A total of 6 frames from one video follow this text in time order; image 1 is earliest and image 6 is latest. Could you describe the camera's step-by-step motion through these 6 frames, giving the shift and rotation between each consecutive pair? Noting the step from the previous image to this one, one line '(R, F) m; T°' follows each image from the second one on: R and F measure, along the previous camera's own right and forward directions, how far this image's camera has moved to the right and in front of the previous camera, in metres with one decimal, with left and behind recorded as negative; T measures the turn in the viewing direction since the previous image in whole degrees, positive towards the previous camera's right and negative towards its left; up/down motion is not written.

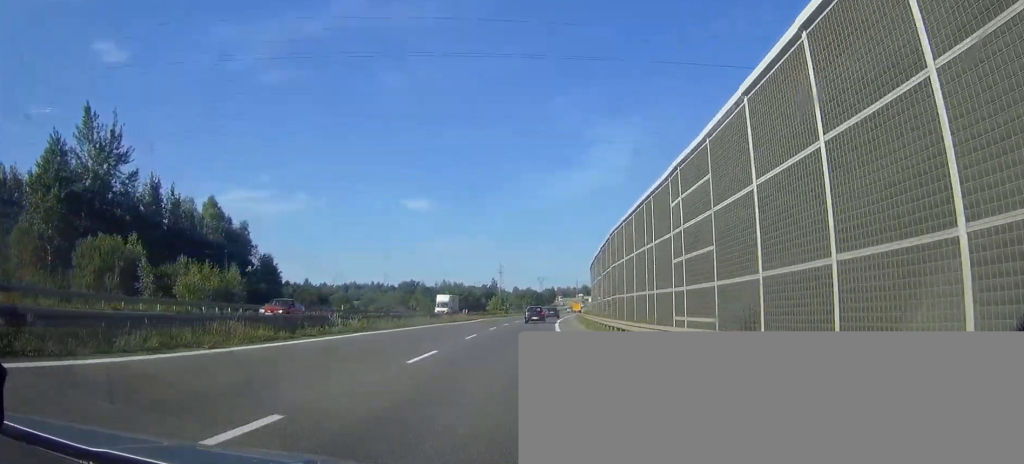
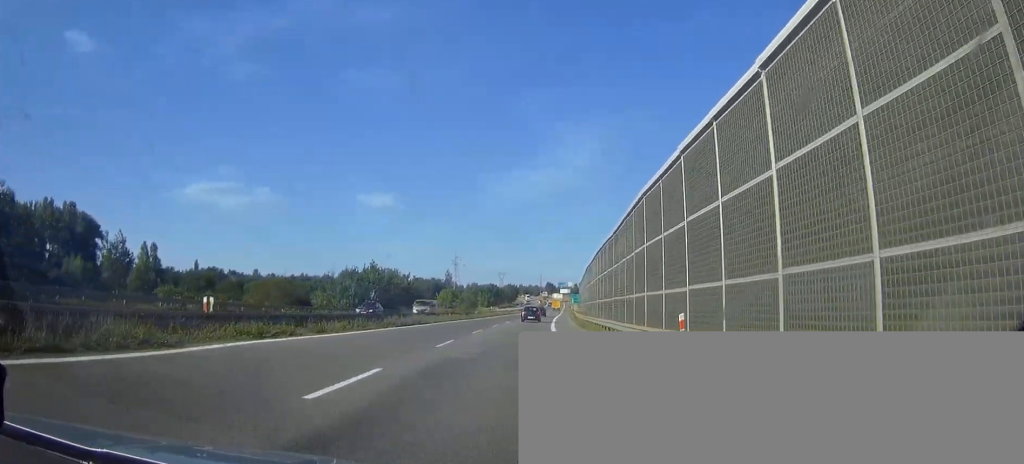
(+1.6, +54.2) m; +3°
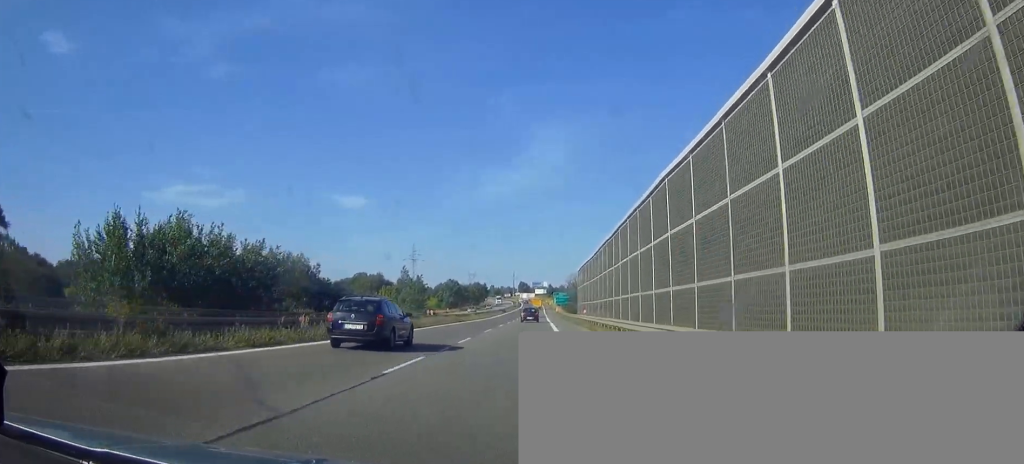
(+1.4, +55.9) m; +3°
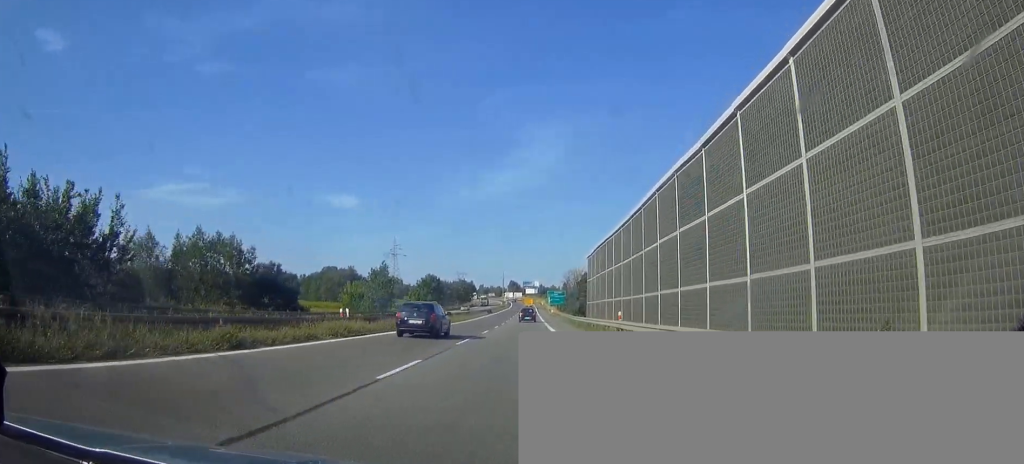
(+0.2, +25.2) m; +1°
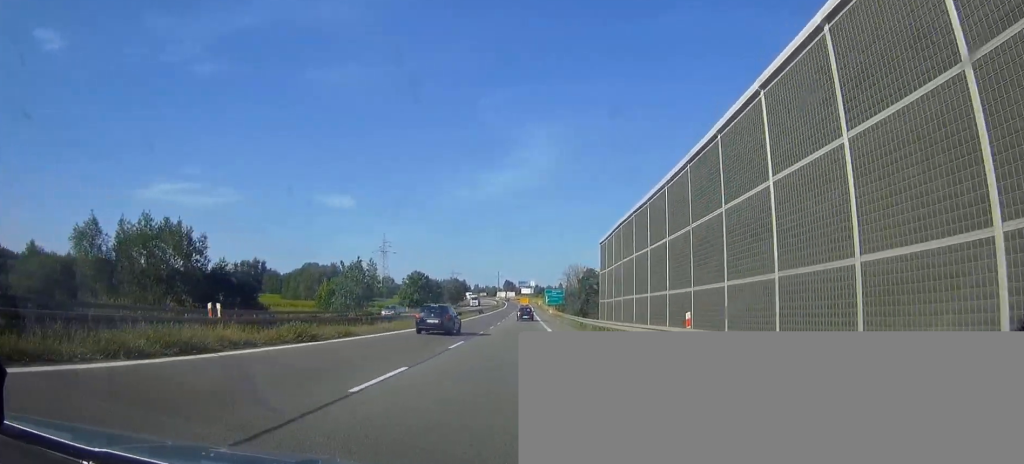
(+0.1, +13.9) m; +1°
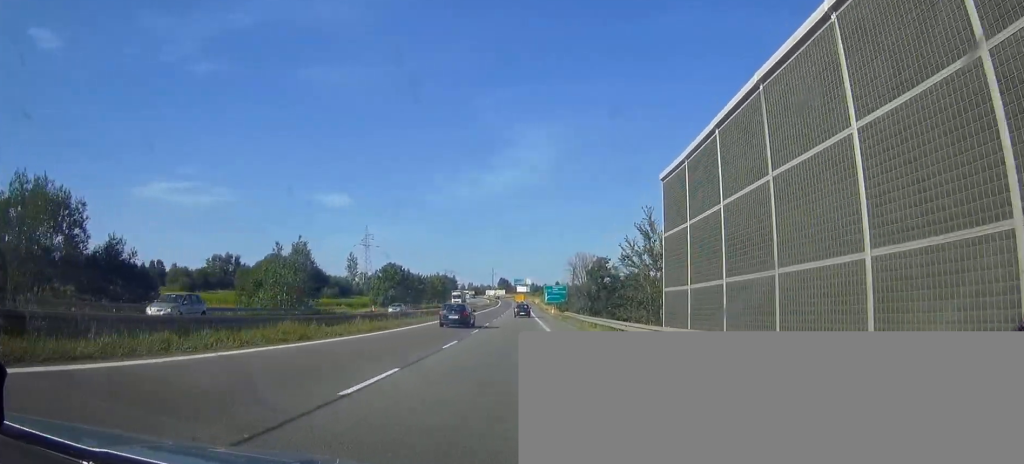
(+0.1, +24.4) m; 0°
